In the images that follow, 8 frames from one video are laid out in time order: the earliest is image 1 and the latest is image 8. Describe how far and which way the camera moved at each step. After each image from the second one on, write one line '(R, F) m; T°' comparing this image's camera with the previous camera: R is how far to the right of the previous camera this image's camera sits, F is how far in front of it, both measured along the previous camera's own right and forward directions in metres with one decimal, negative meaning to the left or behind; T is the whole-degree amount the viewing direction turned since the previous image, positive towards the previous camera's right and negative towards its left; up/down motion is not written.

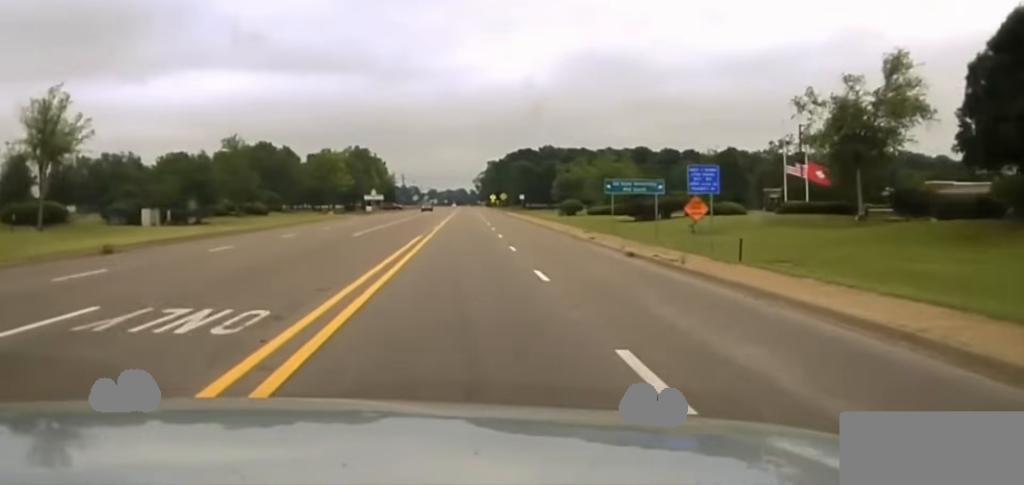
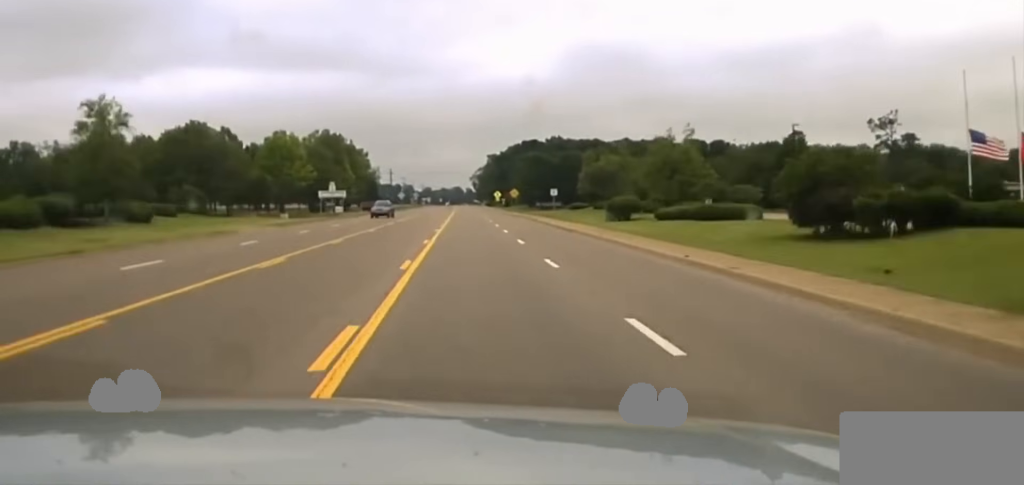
(+0.2, +55.4) m; +1°
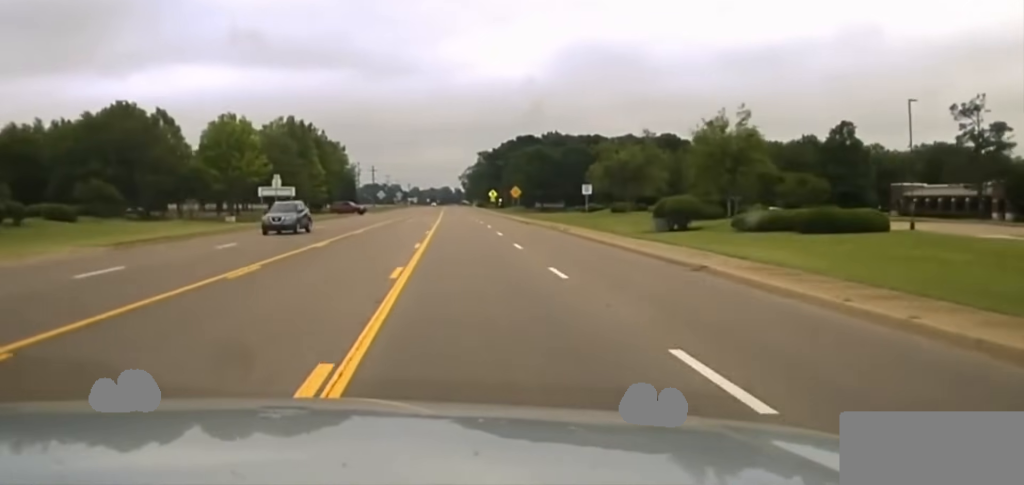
(+0.2, +30.7) m; 0°
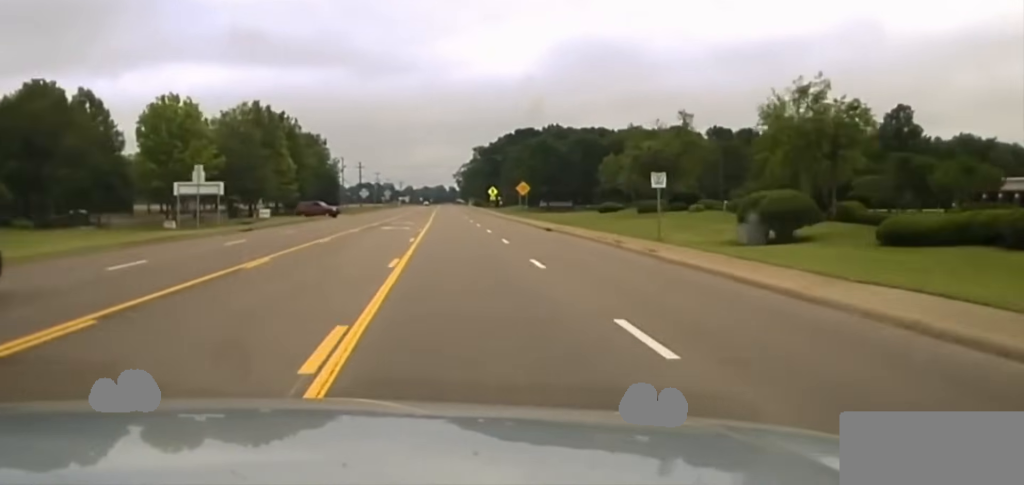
(0.0, +22.5) m; 0°
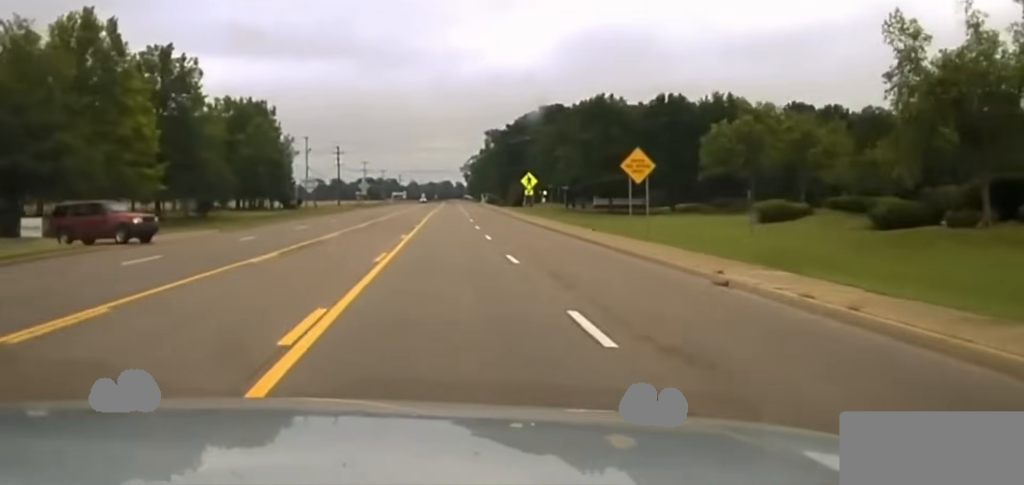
(-0.5, +53.8) m; -1°
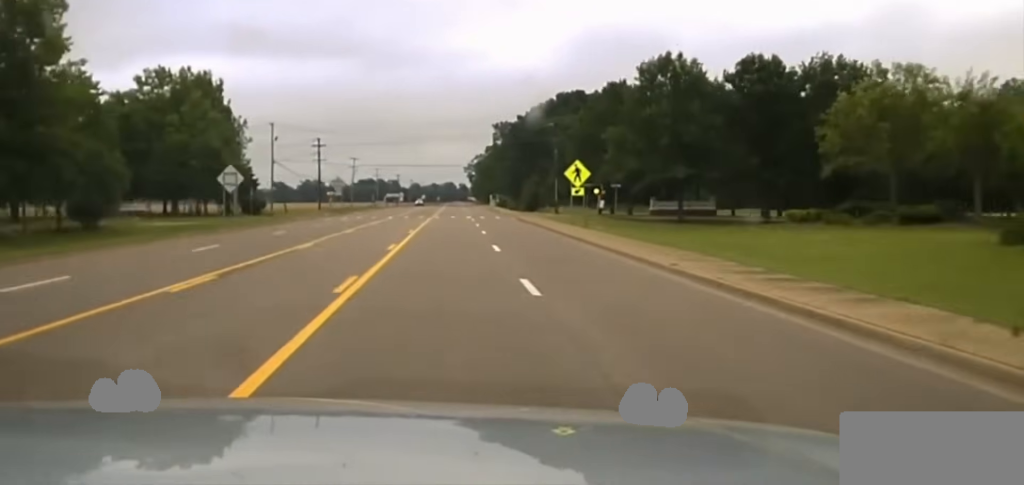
(0.0, +23.8) m; 0°
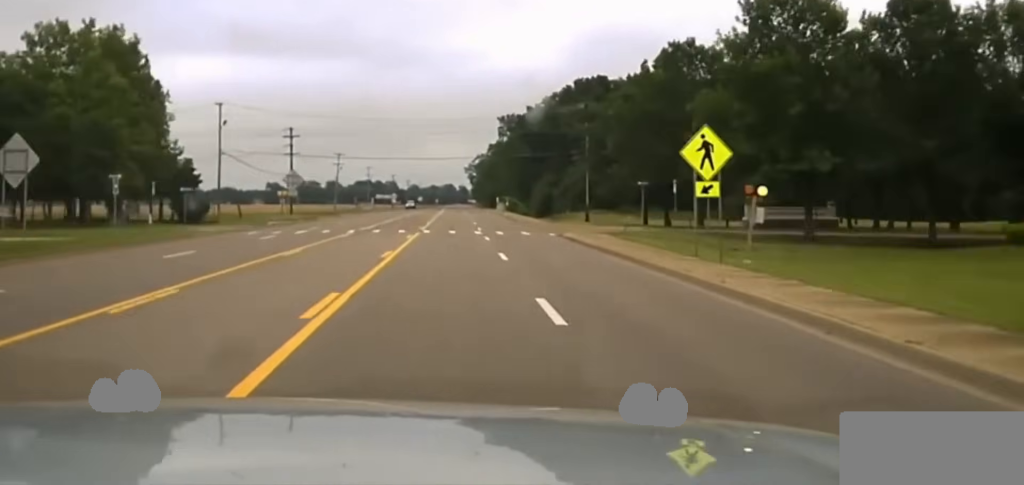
(0.0, +23.4) m; 0°
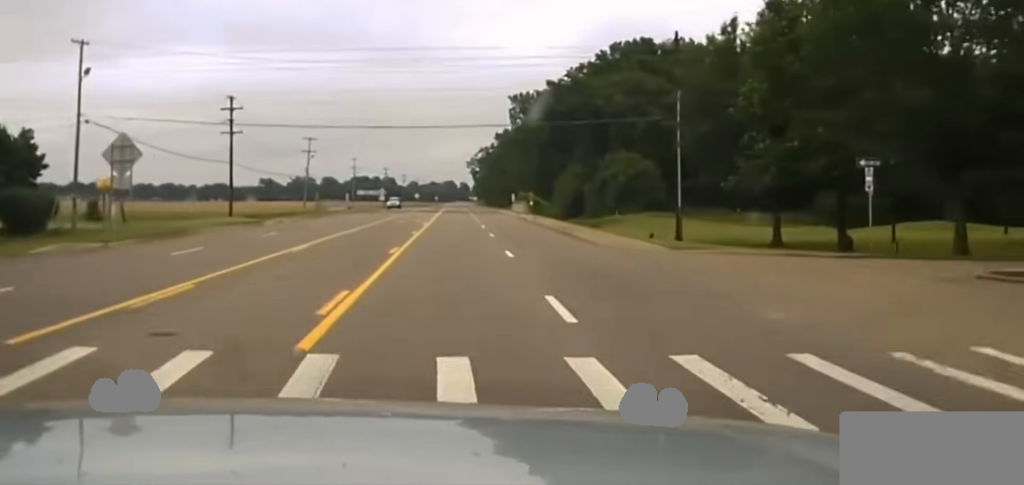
(0.0, +35.7) m; 0°
